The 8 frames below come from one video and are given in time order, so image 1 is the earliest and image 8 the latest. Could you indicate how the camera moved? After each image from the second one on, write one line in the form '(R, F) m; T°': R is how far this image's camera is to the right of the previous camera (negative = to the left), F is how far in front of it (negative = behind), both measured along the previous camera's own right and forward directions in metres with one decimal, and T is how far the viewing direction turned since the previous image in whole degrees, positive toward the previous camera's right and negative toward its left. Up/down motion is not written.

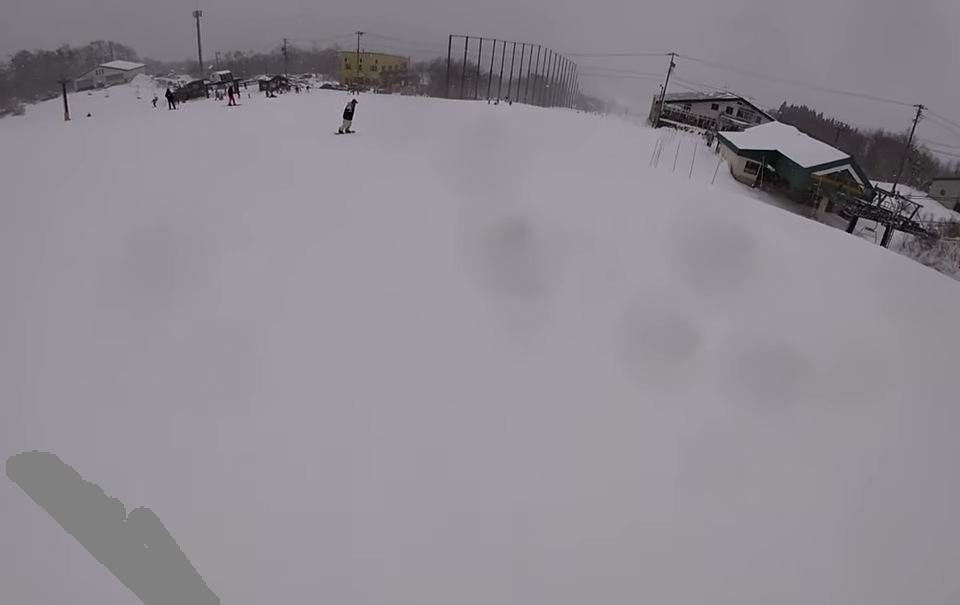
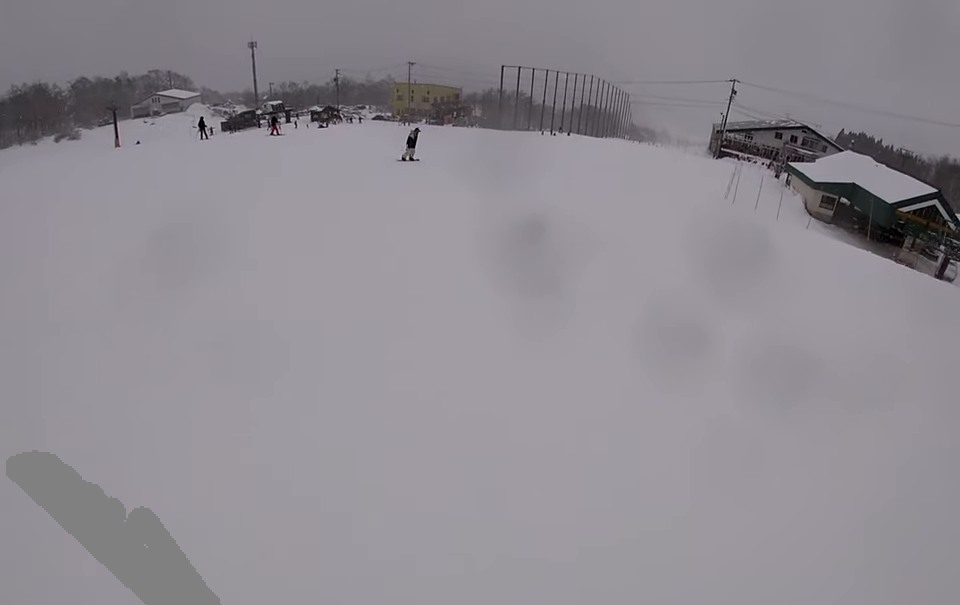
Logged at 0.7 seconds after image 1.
(0.0, +4.5) m; -3°
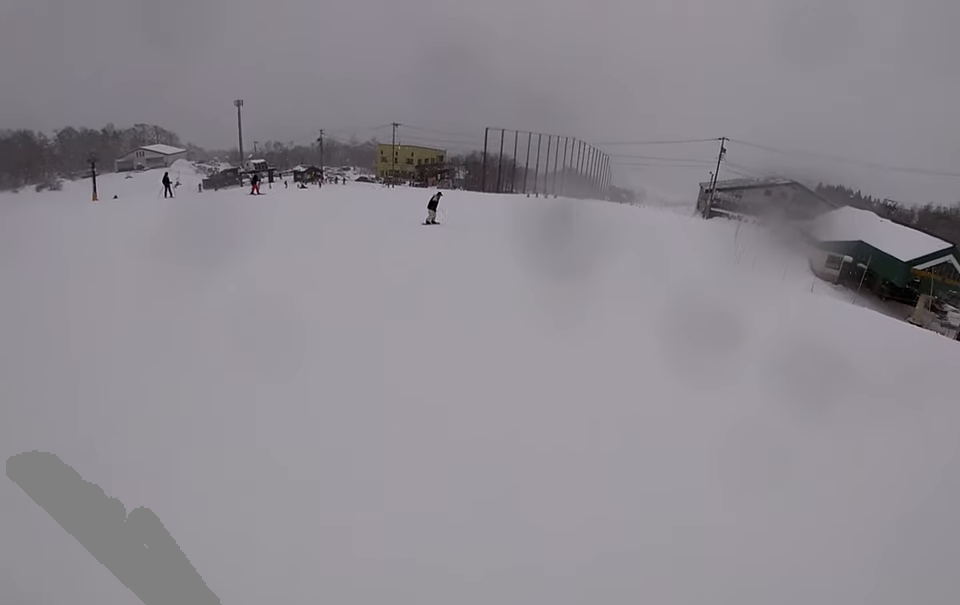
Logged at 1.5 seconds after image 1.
(-0.2, +4.5) m; -1°
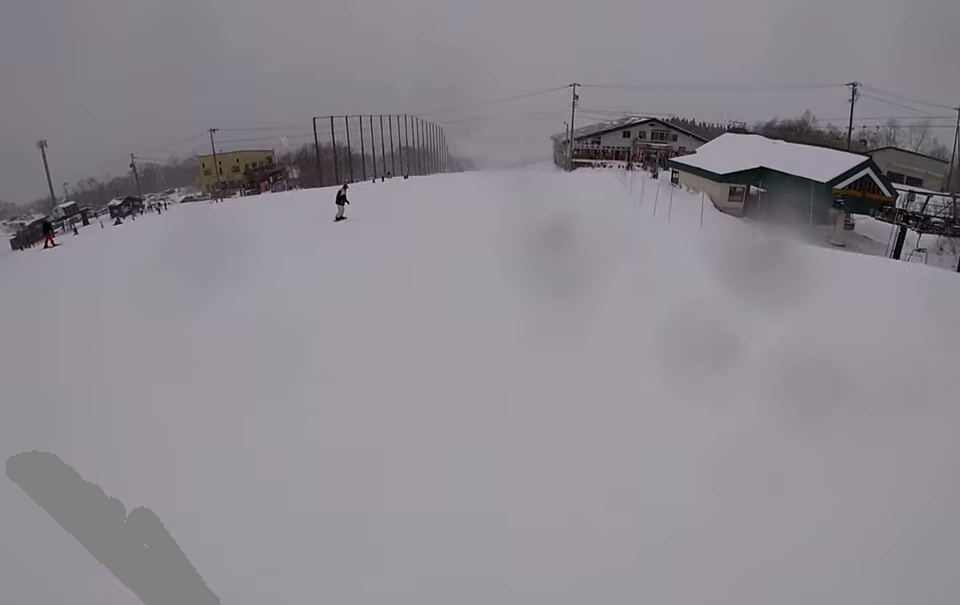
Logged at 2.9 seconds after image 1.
(+0.1, +8.9) m; +11°
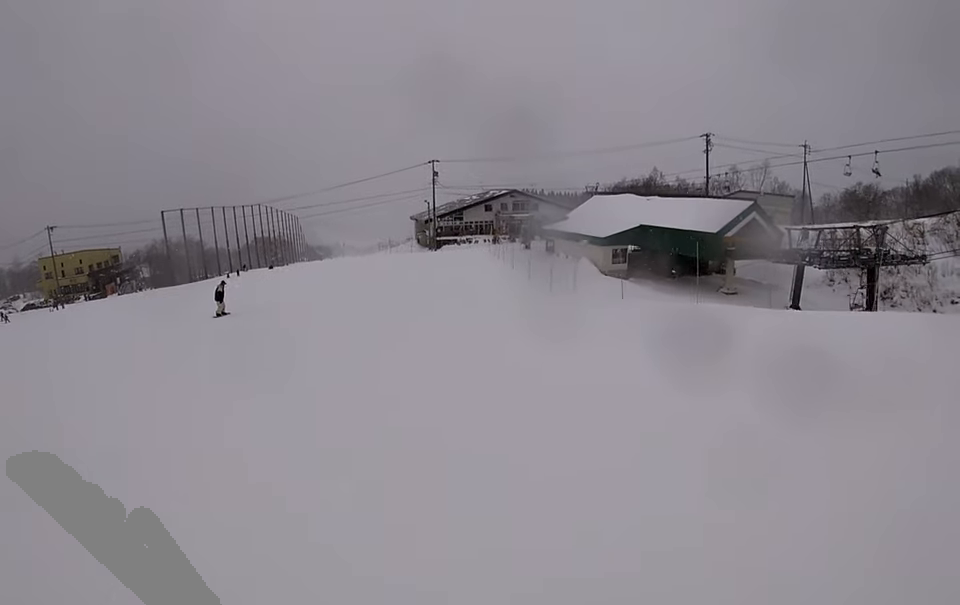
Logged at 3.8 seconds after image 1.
(+0.8, +5.5) m; +10°
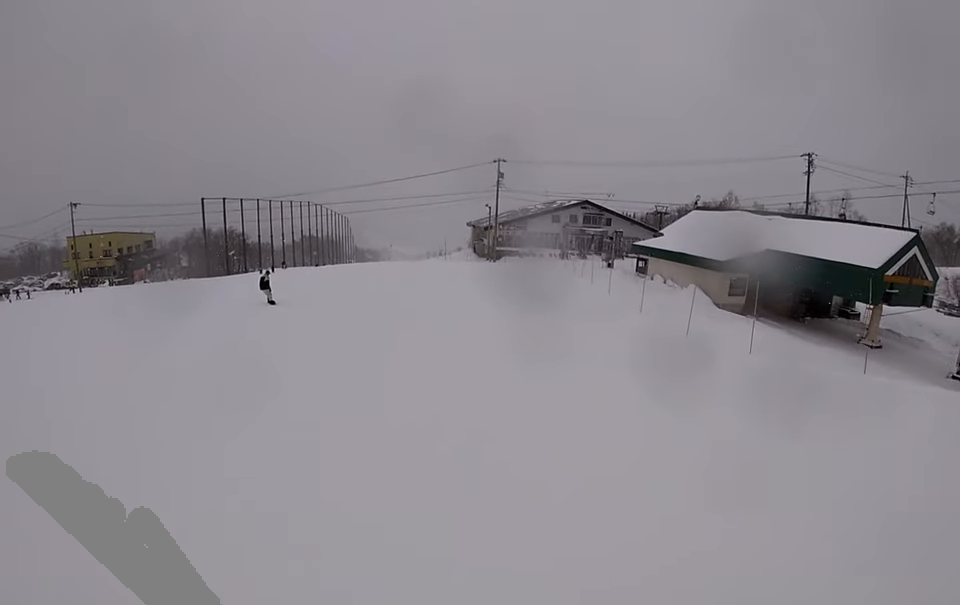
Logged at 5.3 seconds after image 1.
(+0.1, +9.7) m; -1°
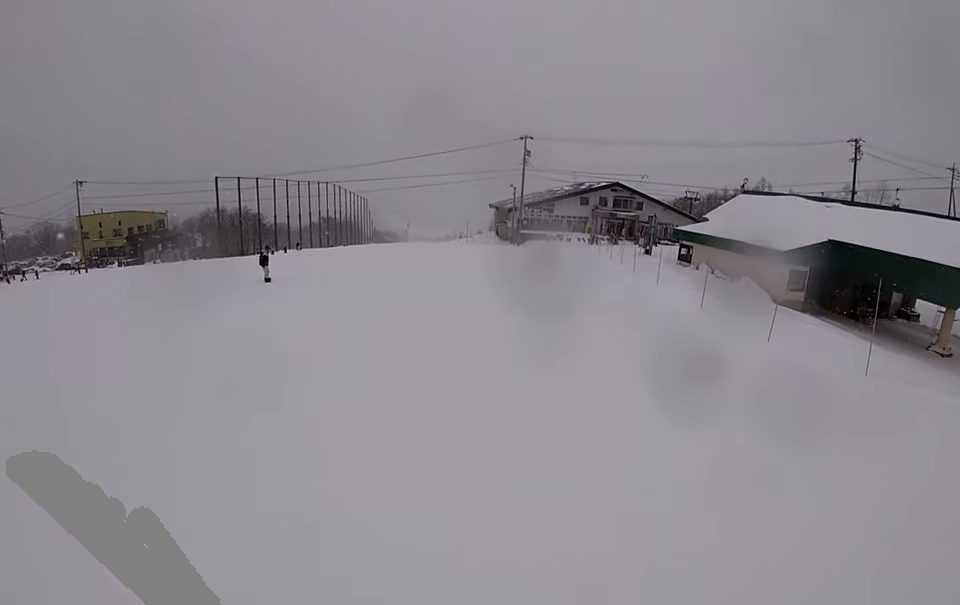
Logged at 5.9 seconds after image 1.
(-0.6, +3.7) m; +5°
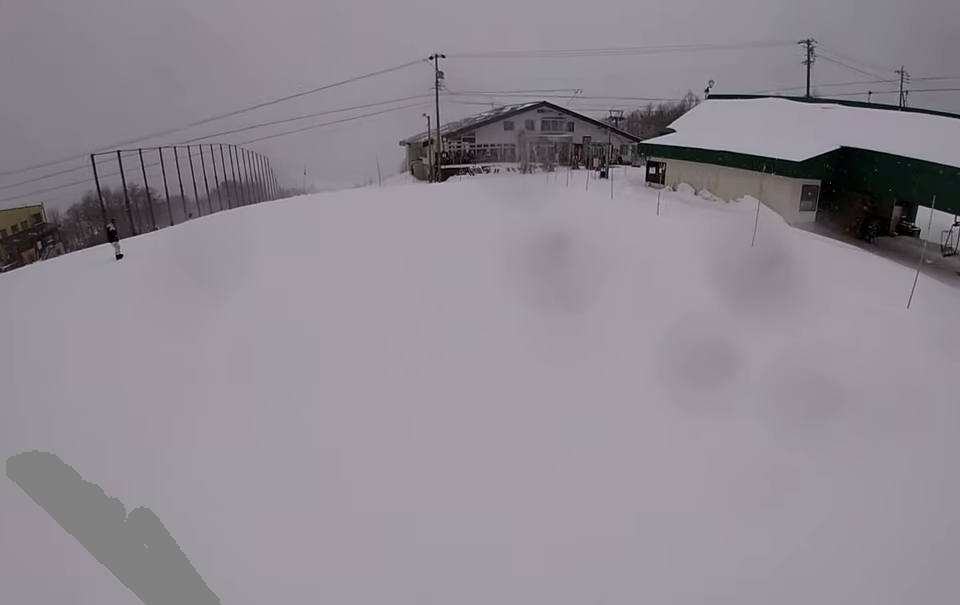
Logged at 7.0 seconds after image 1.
(+1.7, +7.1) m; +17°
